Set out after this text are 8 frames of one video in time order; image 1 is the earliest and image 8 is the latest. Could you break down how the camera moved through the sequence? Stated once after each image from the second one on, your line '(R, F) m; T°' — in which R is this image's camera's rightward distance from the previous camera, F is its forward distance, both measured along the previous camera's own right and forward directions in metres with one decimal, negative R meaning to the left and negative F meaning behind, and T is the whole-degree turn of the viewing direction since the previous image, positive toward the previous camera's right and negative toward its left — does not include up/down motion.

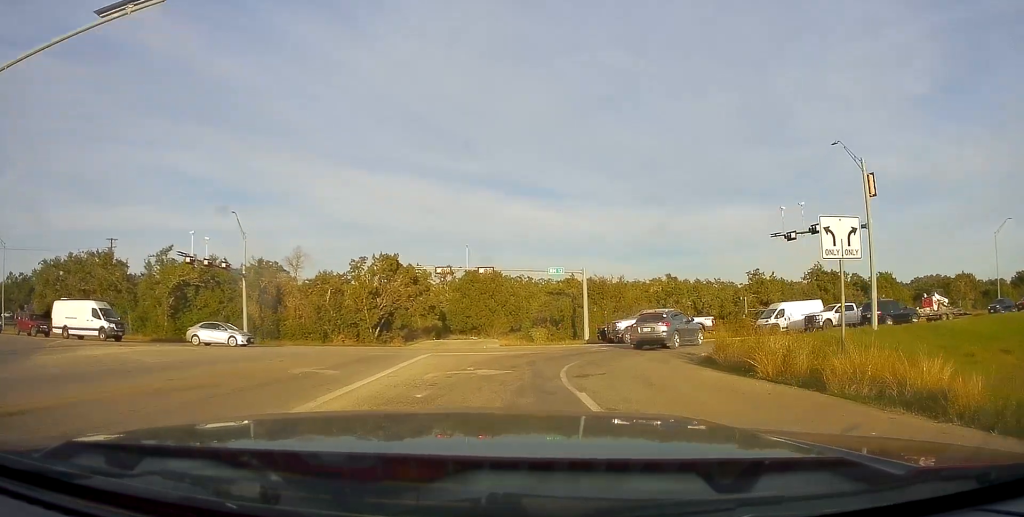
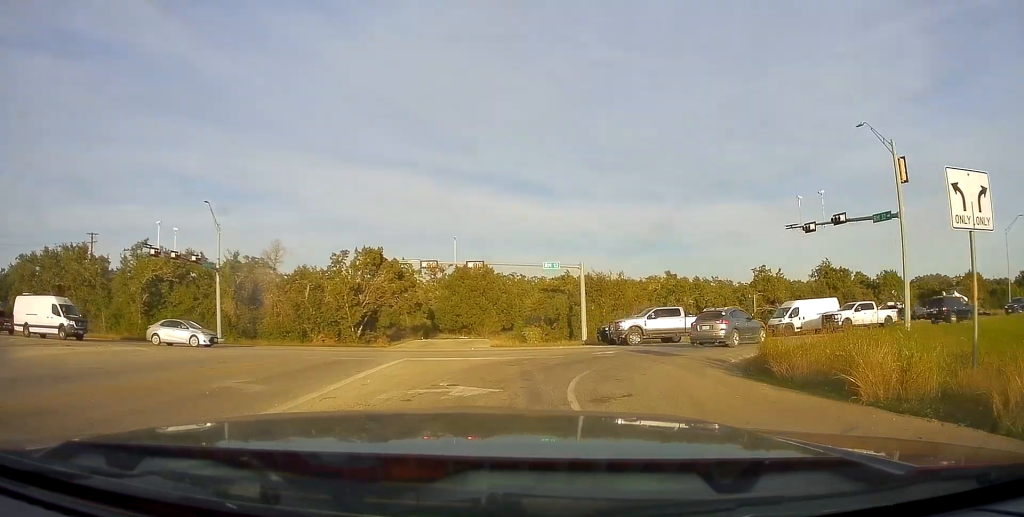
(+0.3, +3.8) m; +2°
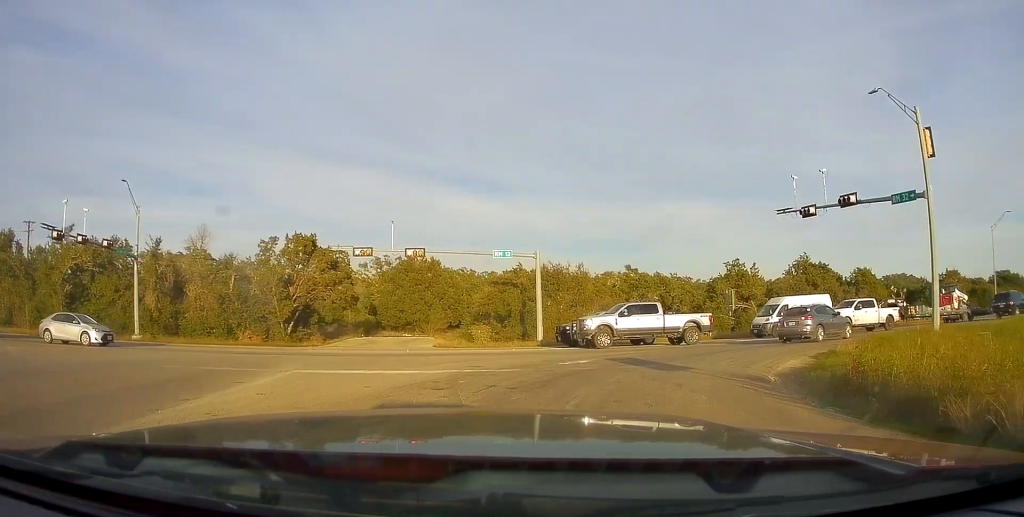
(0.0, +6.0) m; +4°
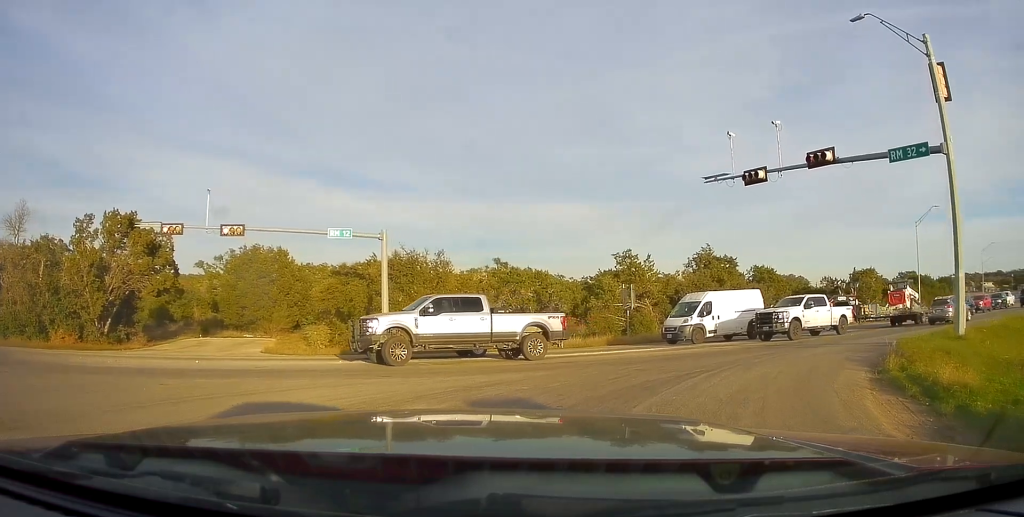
(+0.9, +9.5) m; +10°
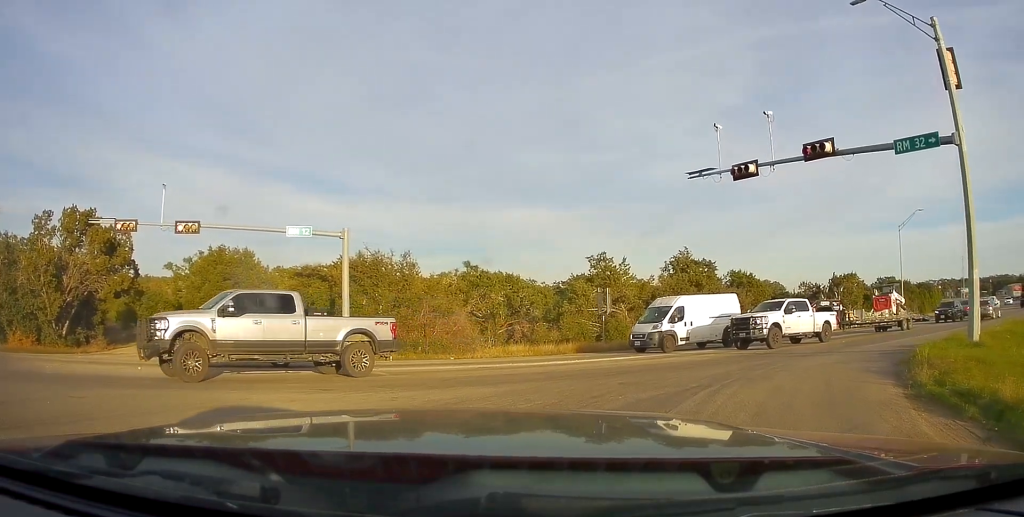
(+0.3, +2.4) m; +14°
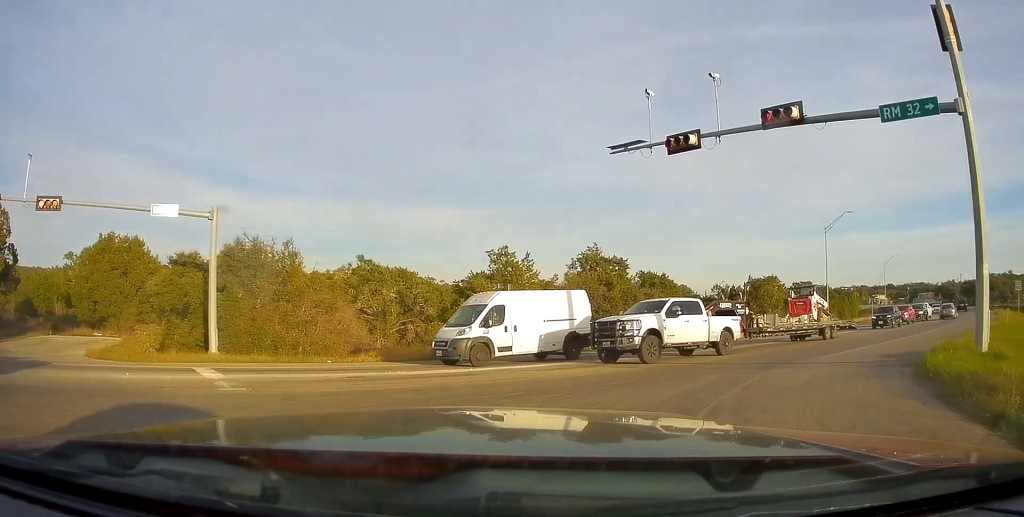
(+0.5, +3.9) m; +13°
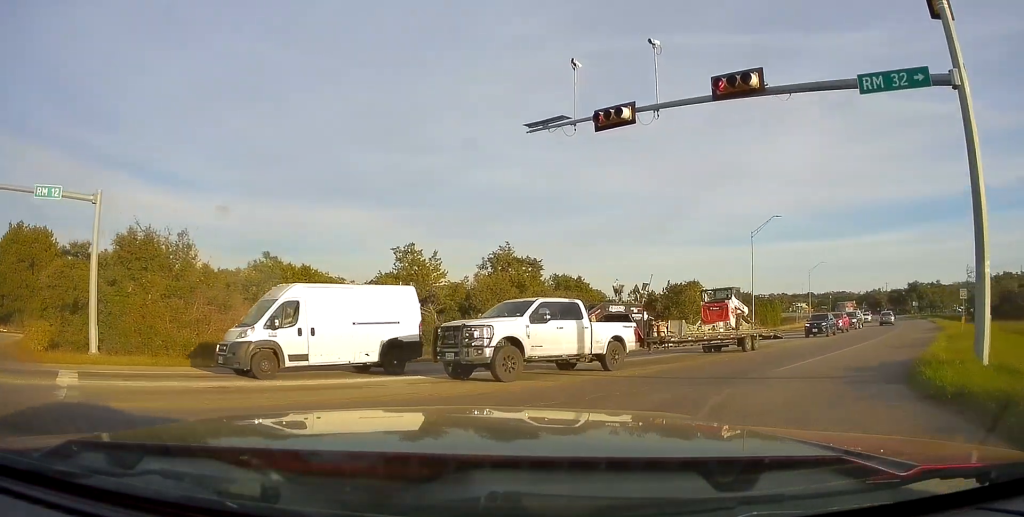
(+0.2, +2.4) m; +3°
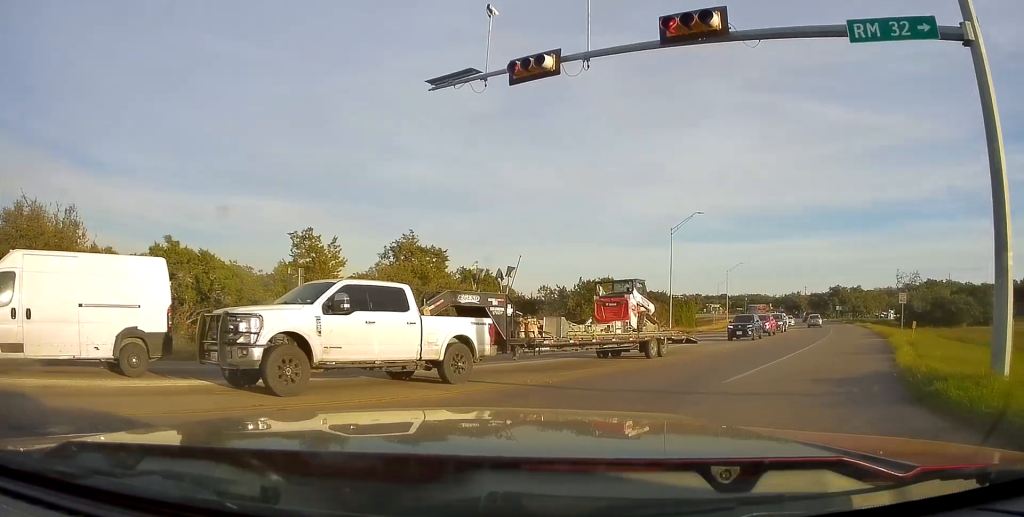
(0.0, +2.7) m; +8°
